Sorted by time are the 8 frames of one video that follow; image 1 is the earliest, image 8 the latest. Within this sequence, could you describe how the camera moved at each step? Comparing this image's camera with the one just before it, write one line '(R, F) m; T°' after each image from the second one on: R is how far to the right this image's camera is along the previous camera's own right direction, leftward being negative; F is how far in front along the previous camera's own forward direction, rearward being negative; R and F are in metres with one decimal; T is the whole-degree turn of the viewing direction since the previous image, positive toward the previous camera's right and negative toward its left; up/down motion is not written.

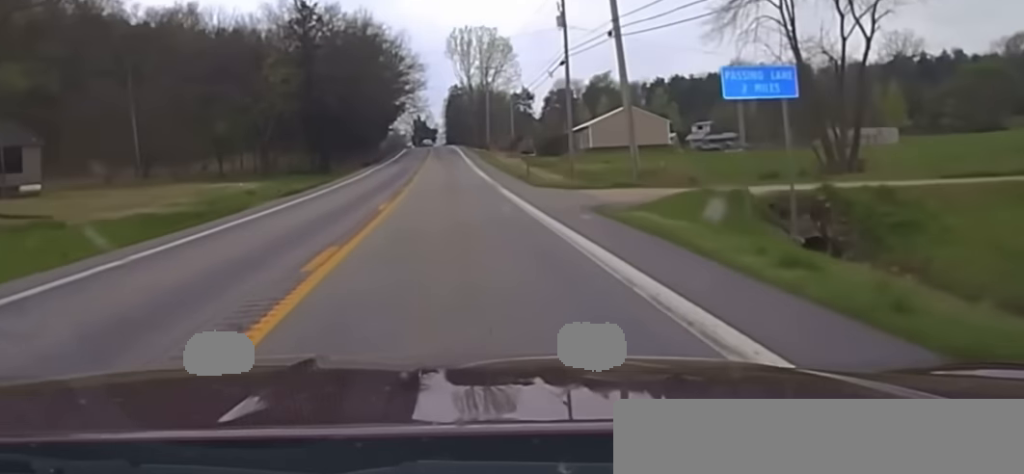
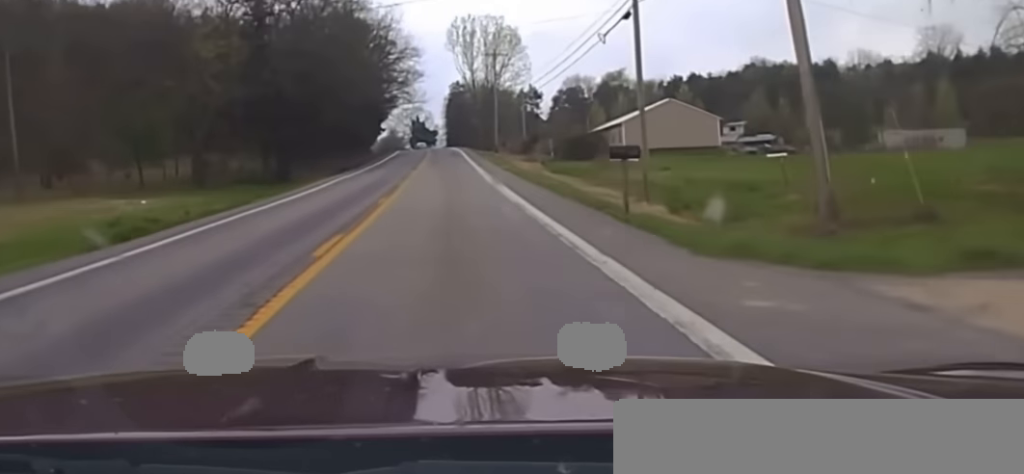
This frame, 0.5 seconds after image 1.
(-0.1, +22.2) m; 0°
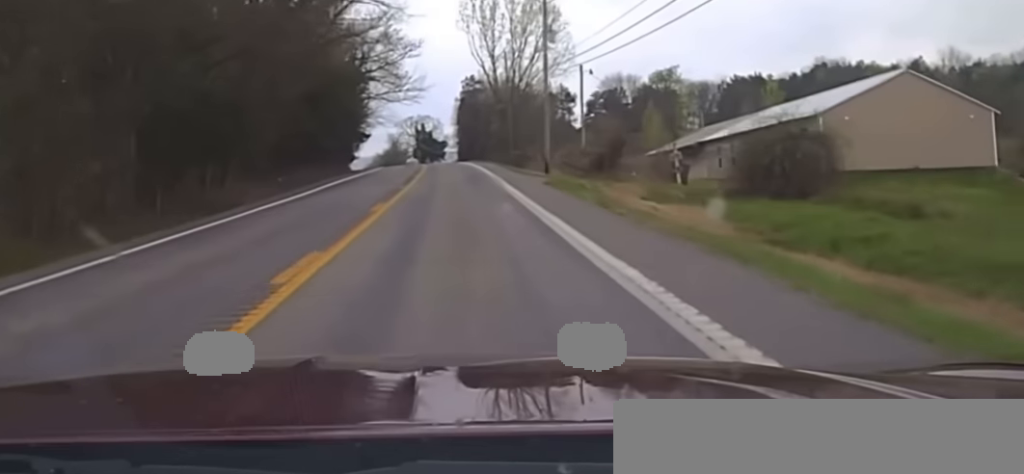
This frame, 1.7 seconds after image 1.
(-0.3, +54.5) m; 0°
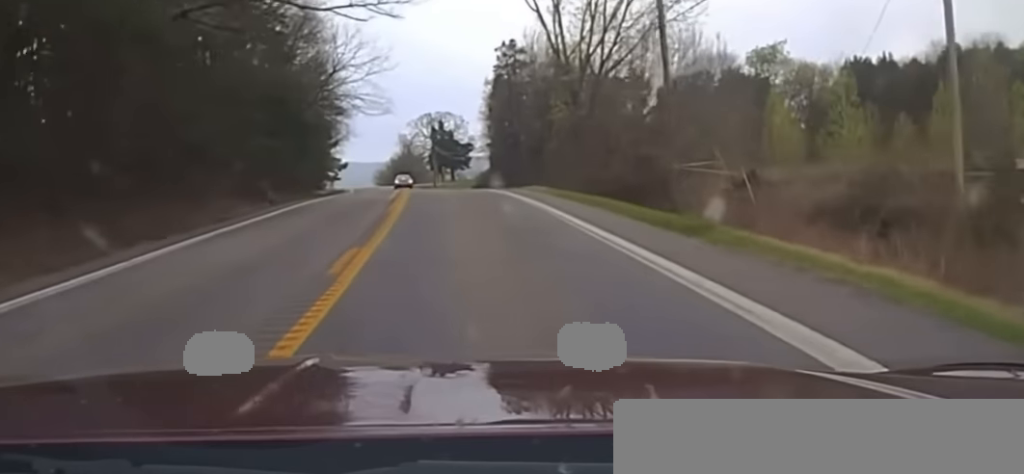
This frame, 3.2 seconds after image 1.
(-0.4, +64.7) m; -1°
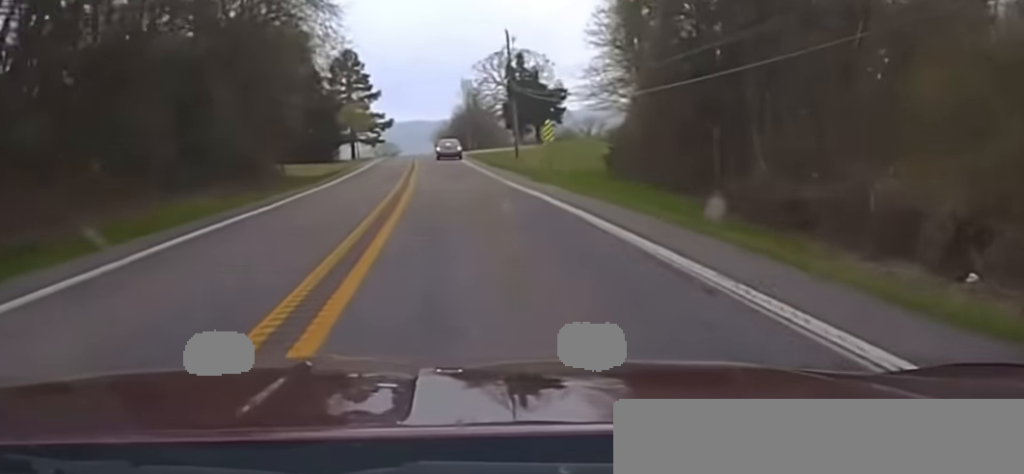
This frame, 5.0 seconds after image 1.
(-1.6, +63.1) m; -3°
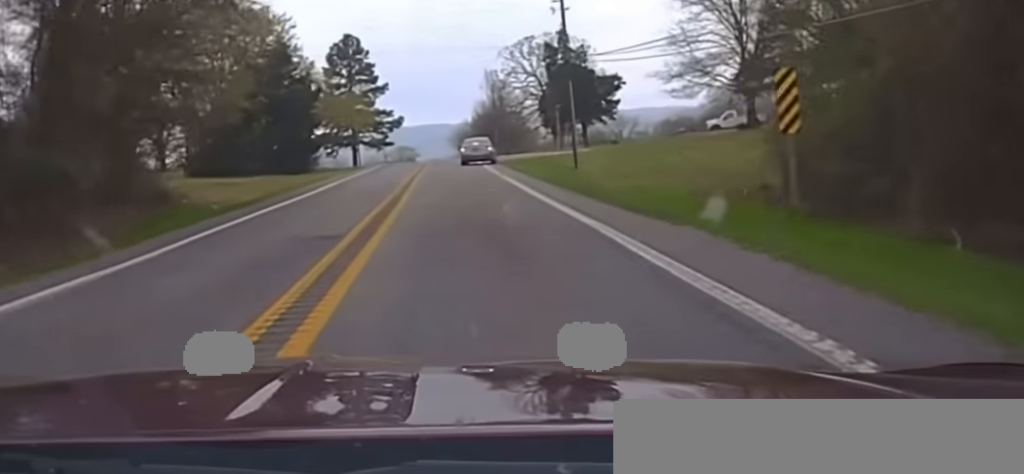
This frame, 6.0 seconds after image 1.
(-0.6, +30.1) m; -2°
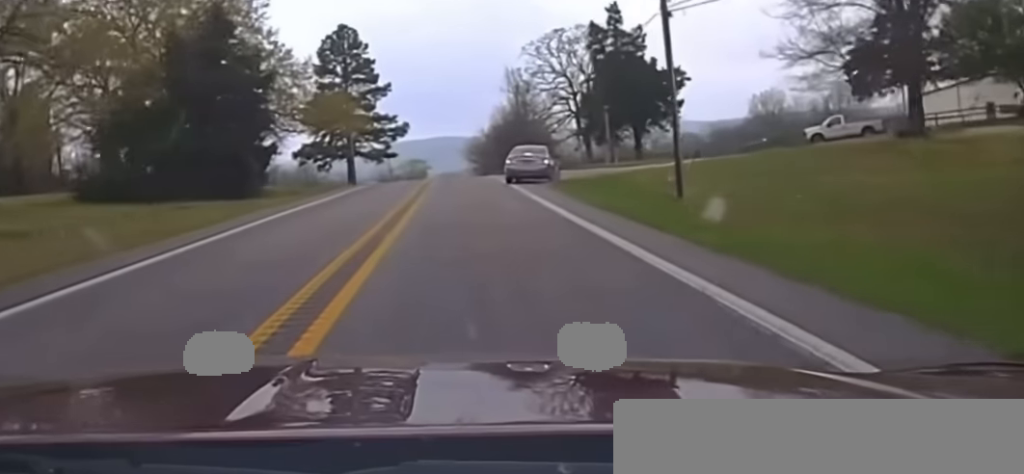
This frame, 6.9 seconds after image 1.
(-0.1, +23.2) m; 0°
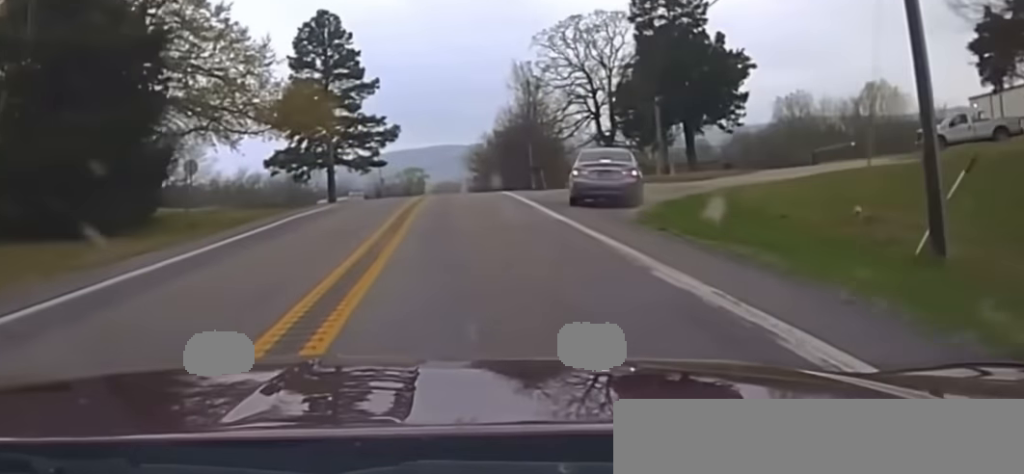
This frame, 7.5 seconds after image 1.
(0.0, +18.3) m; 0°
